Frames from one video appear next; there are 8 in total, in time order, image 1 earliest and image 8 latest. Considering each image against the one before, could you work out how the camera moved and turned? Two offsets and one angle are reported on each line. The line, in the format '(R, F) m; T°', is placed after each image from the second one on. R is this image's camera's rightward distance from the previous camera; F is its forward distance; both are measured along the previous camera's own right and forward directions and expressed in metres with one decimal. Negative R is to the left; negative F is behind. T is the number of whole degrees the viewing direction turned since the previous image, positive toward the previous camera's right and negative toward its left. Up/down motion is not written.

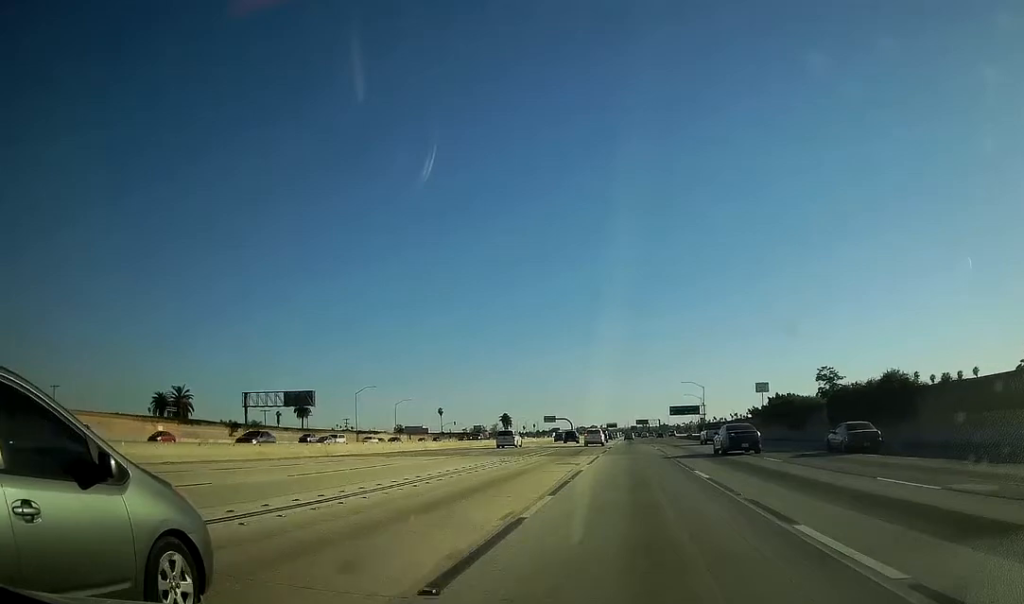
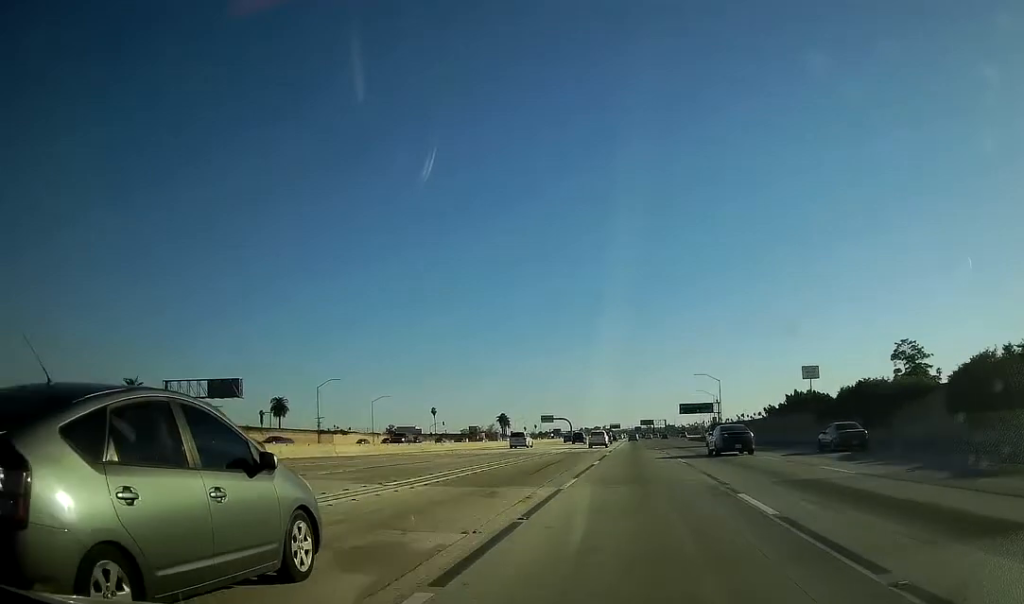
(-0.3, +24.0) m; -1°
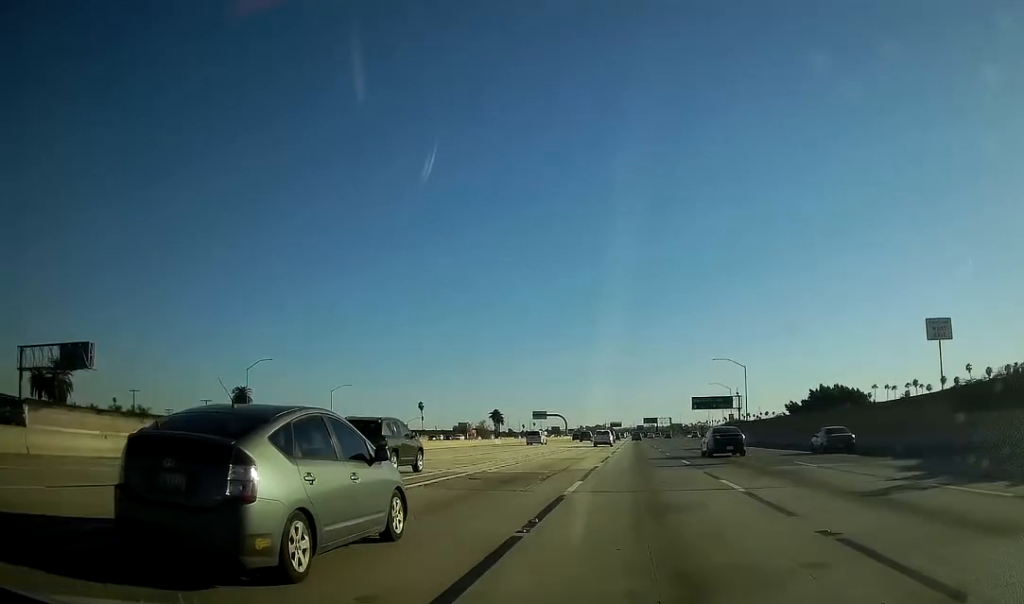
(0.0, +30.4) m; 0°
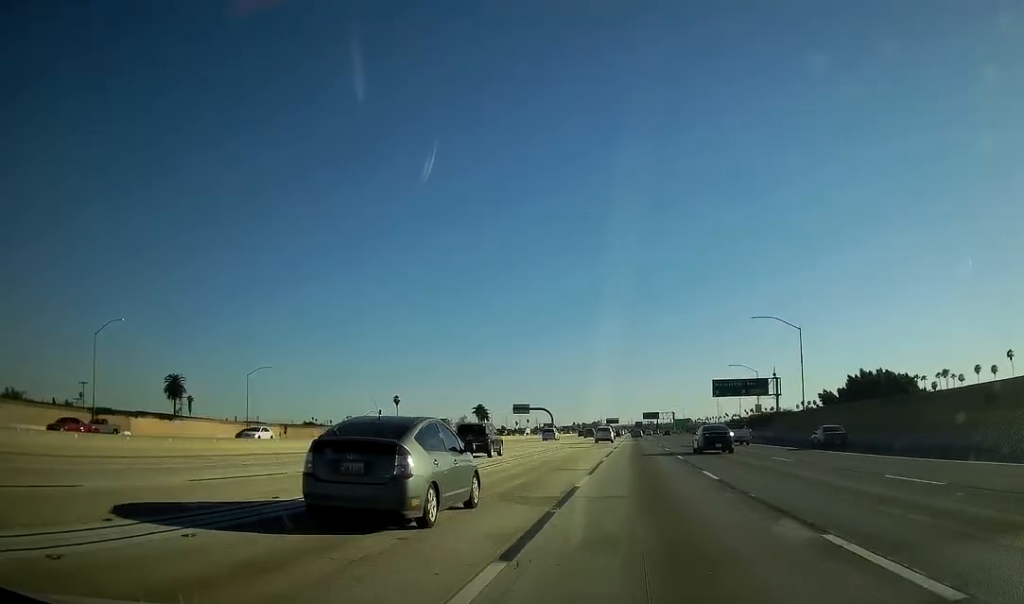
(0.0, +40.1) m; +1°
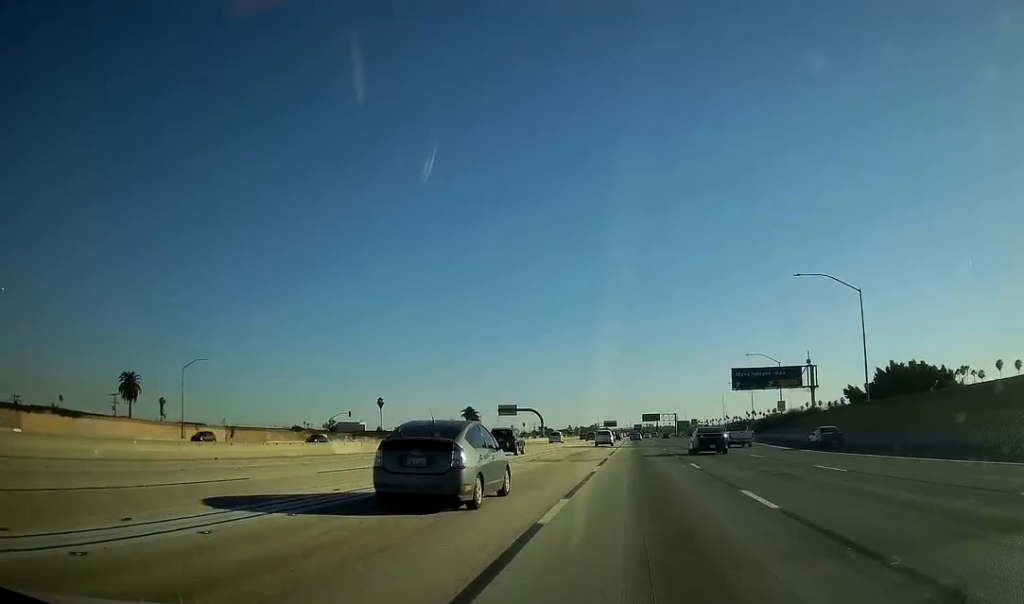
(+0.6, +22.4) m; 0°
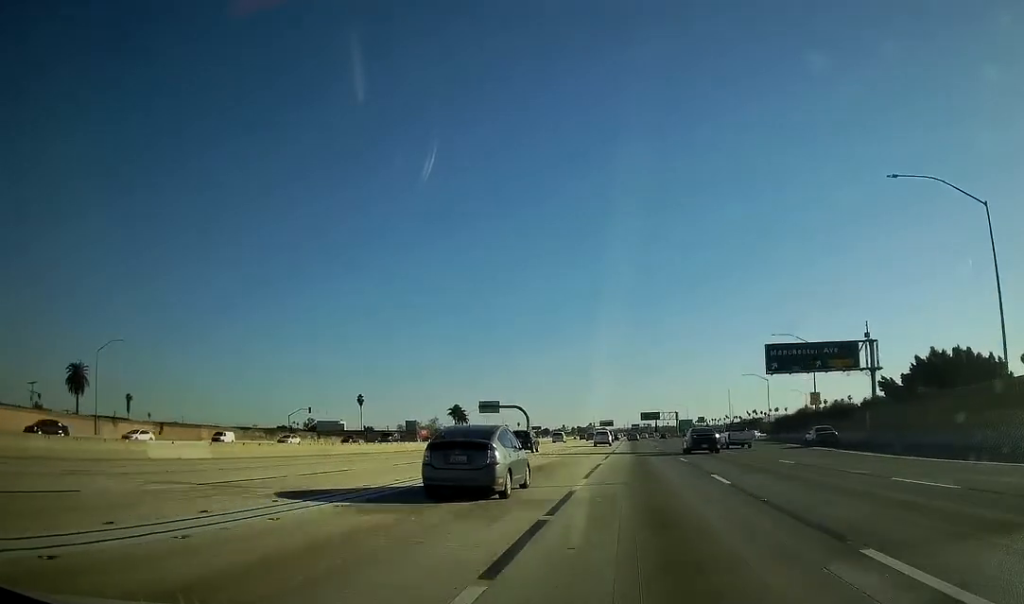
(-0.3, +23.1) m; -1°
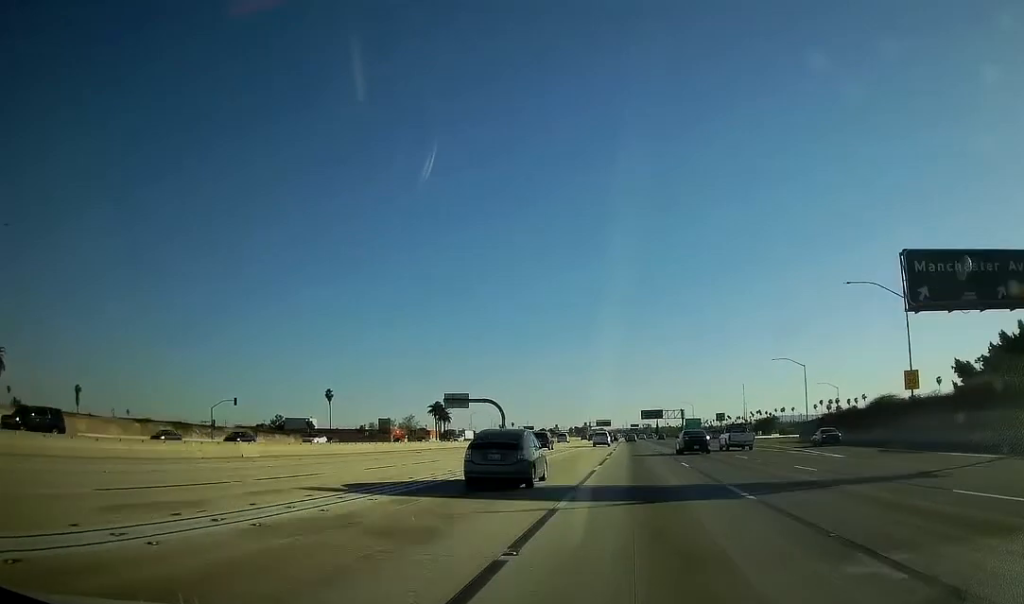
(-0.3, +32.7) m; -1°
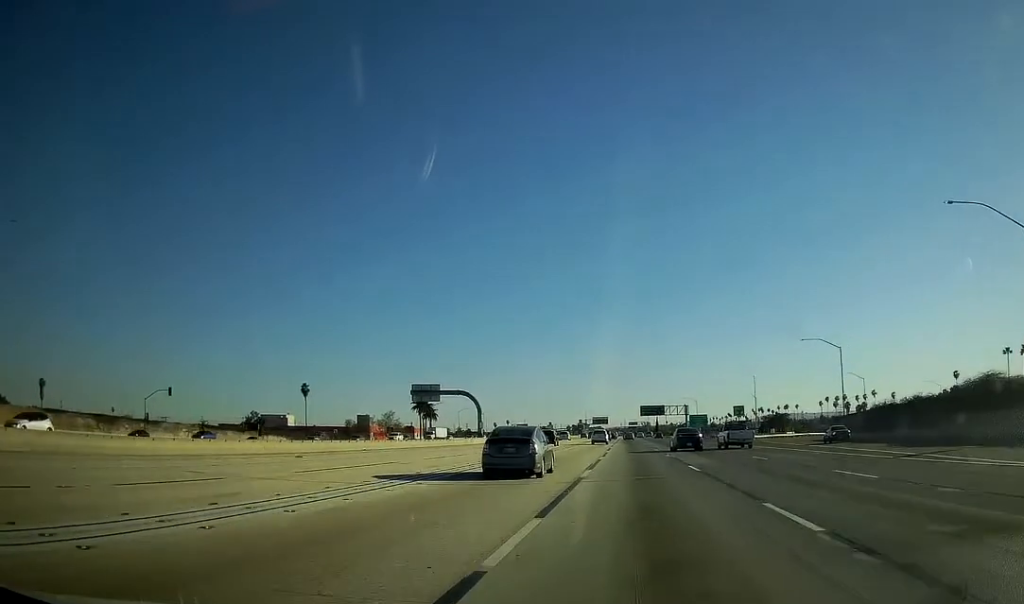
(0.0, +21.1) m; +1°
